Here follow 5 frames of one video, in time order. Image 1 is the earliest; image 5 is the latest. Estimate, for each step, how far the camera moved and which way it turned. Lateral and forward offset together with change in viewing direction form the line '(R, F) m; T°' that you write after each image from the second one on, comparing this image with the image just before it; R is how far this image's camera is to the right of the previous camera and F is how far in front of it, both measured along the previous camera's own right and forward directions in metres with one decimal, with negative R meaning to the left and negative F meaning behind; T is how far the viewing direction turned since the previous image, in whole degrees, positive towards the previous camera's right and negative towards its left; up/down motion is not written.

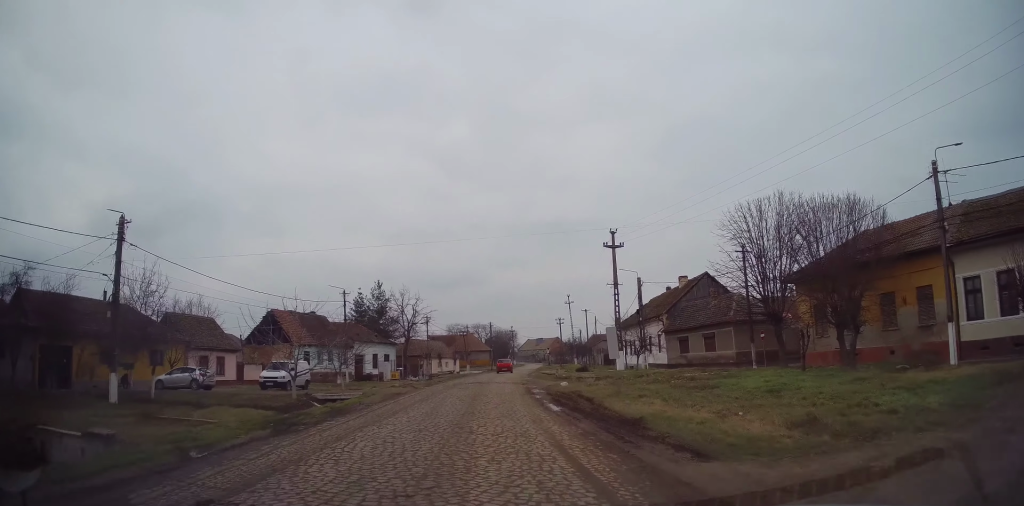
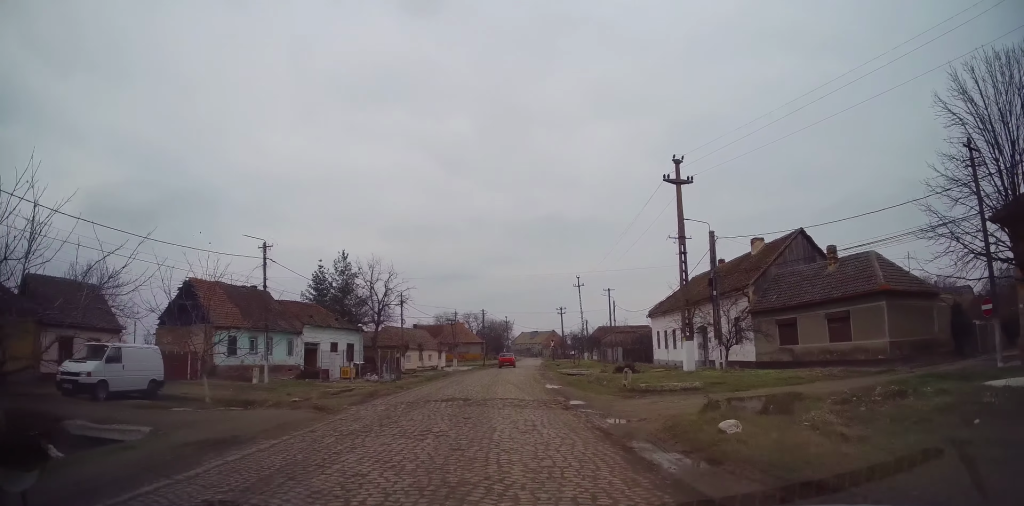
(-0.6, +16.9) m; +4°
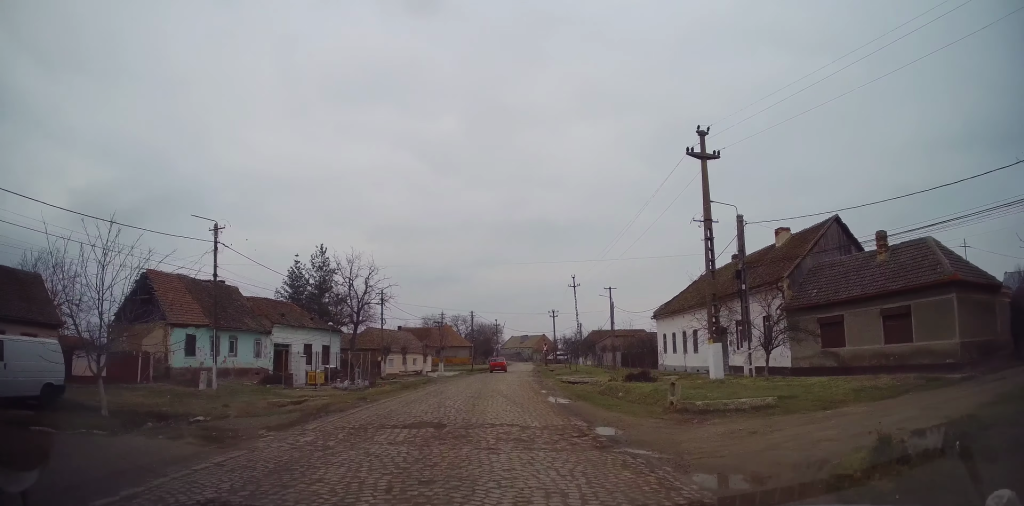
(-0.1, +5.1) m; -4°
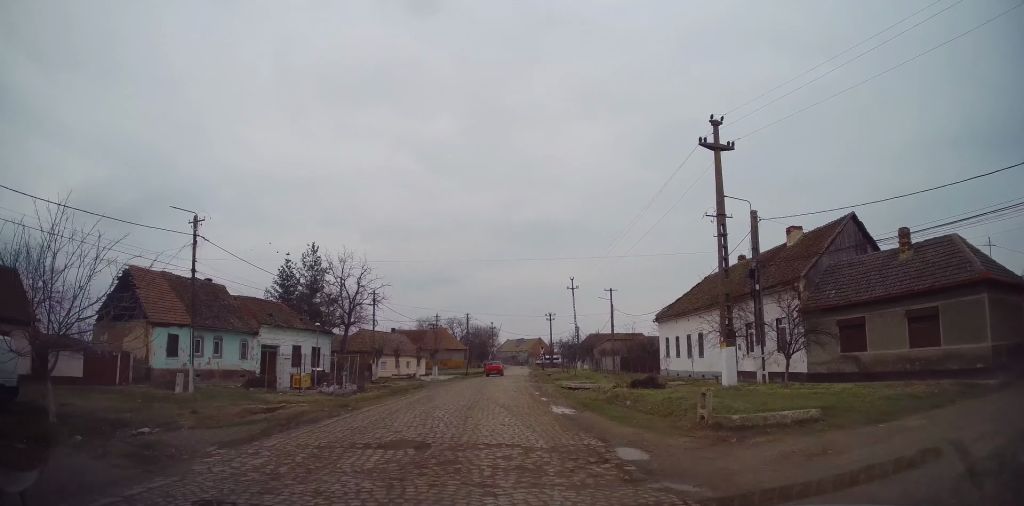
(-0.1, +1.9) m; -2°
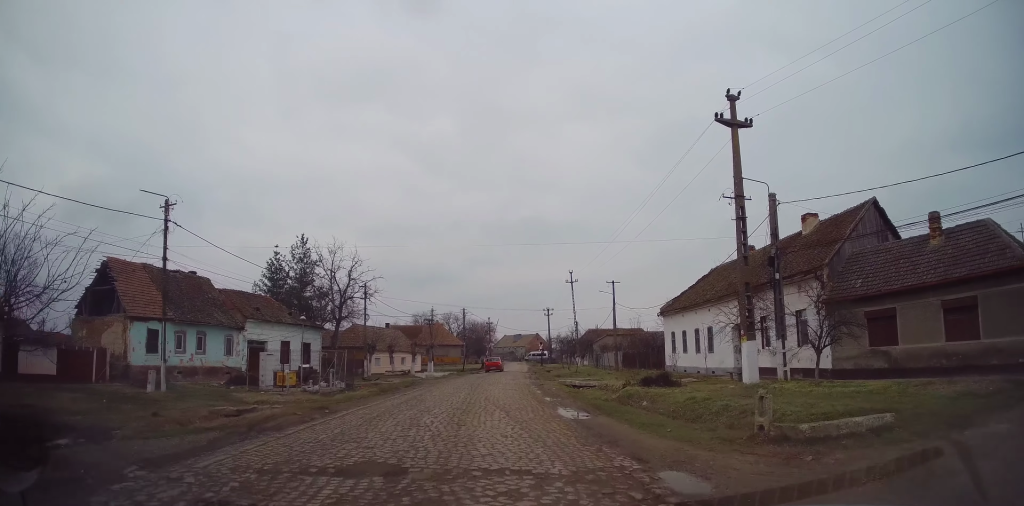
(0.0, +2.4) m; +3°
